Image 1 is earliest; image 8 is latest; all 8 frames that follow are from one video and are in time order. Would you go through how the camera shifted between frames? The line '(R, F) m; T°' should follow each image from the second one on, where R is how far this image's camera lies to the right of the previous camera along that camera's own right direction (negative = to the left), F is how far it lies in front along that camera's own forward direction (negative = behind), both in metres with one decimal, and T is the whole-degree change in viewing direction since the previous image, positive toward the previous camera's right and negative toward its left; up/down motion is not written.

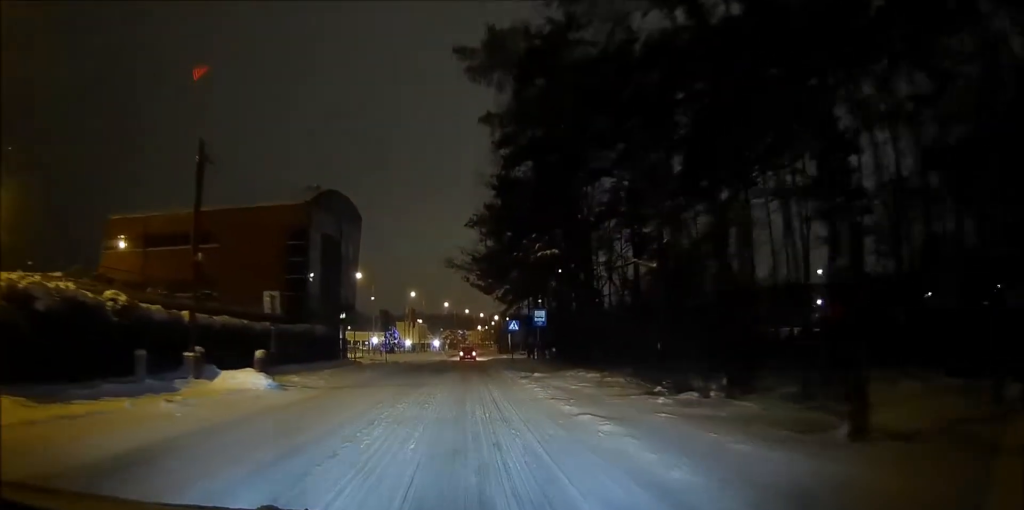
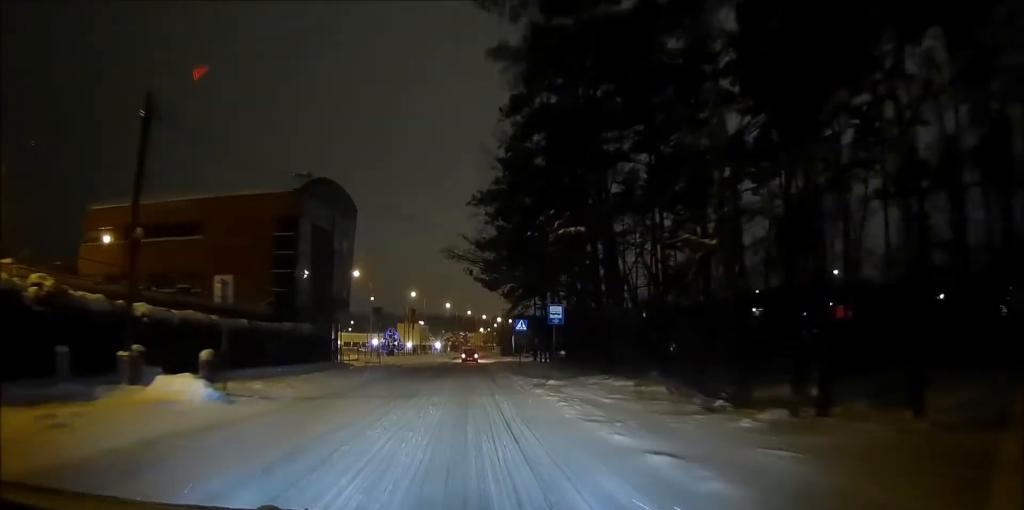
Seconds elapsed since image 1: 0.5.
(0.0, +4.3) m; 0°
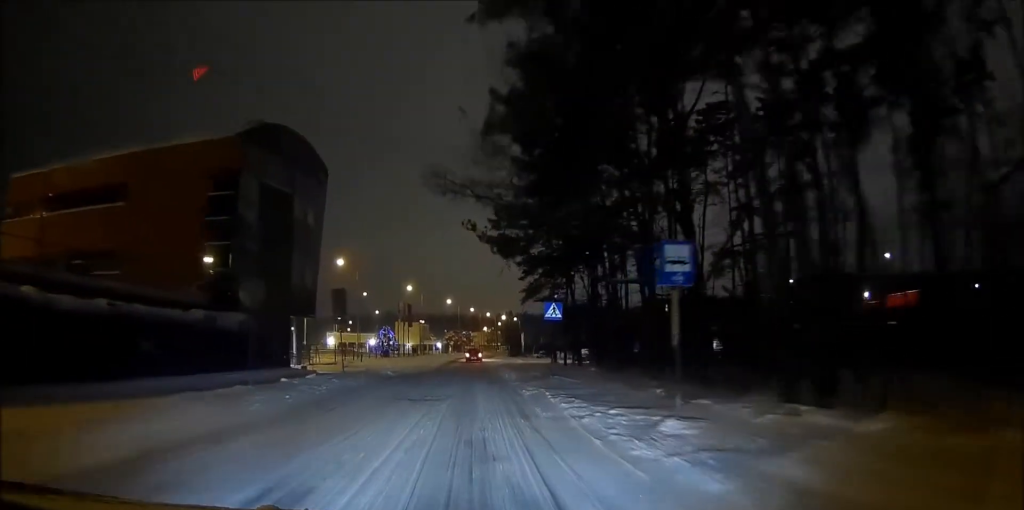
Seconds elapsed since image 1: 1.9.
(0.0, +13.2) m; -1°
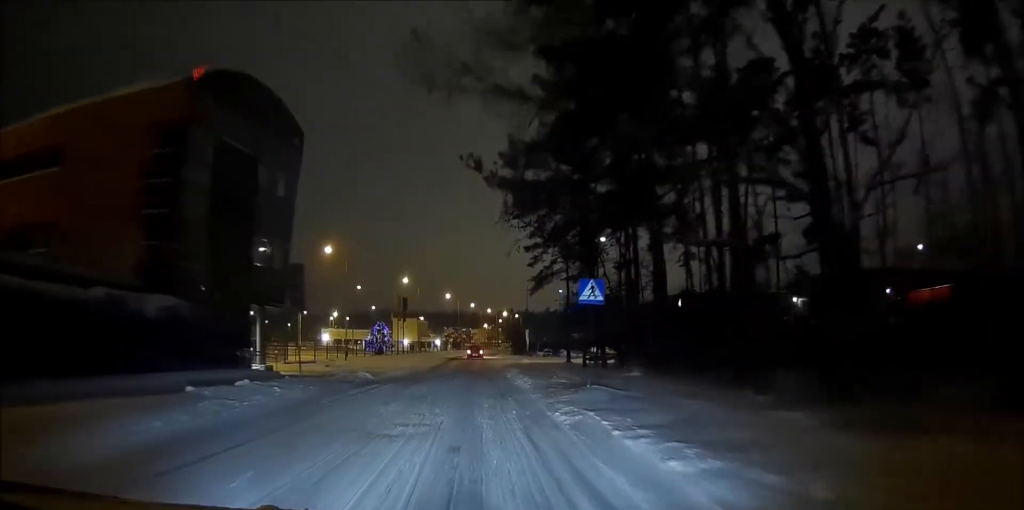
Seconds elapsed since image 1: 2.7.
(-0.1, +7.4) m; 0°
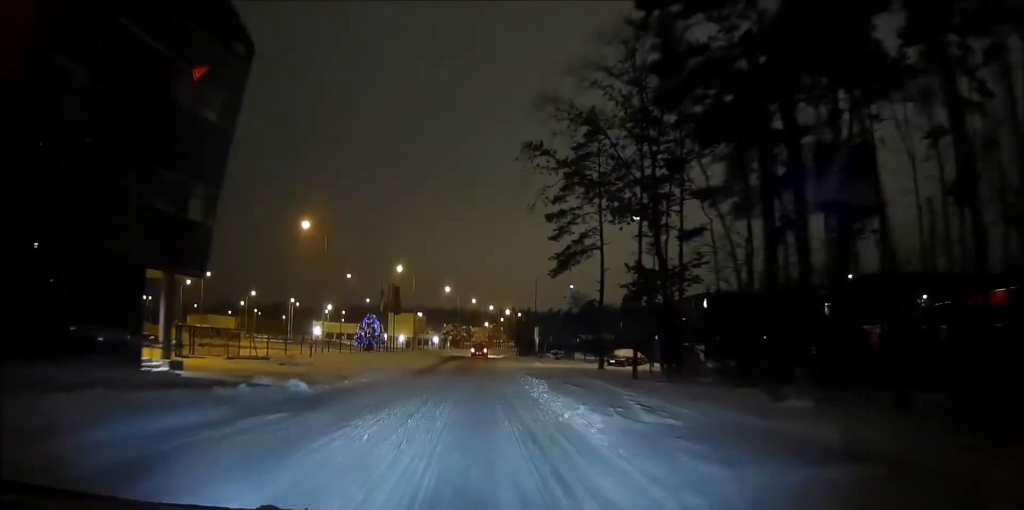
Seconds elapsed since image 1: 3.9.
(+0.2, +11.4) m; +3°
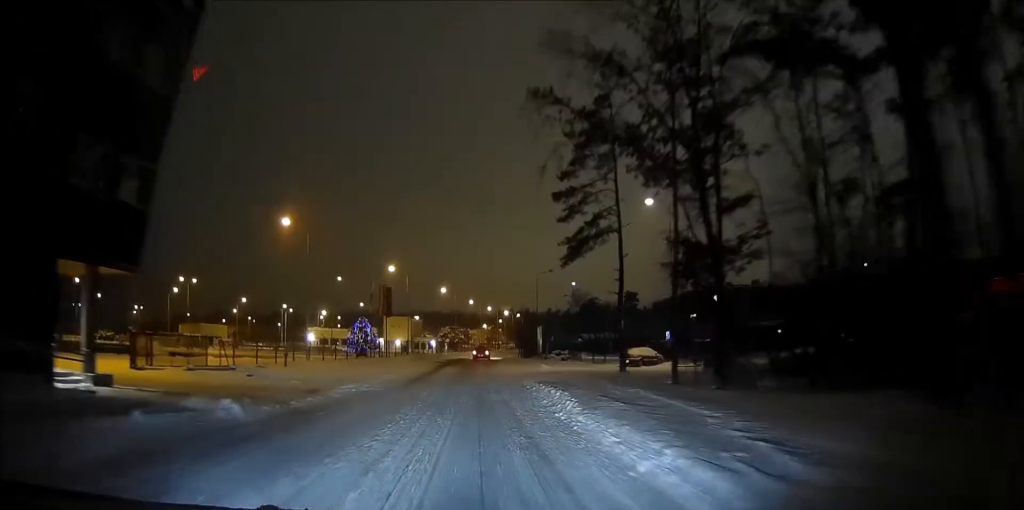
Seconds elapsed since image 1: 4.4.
(+0.2, +5.2) m; +1°
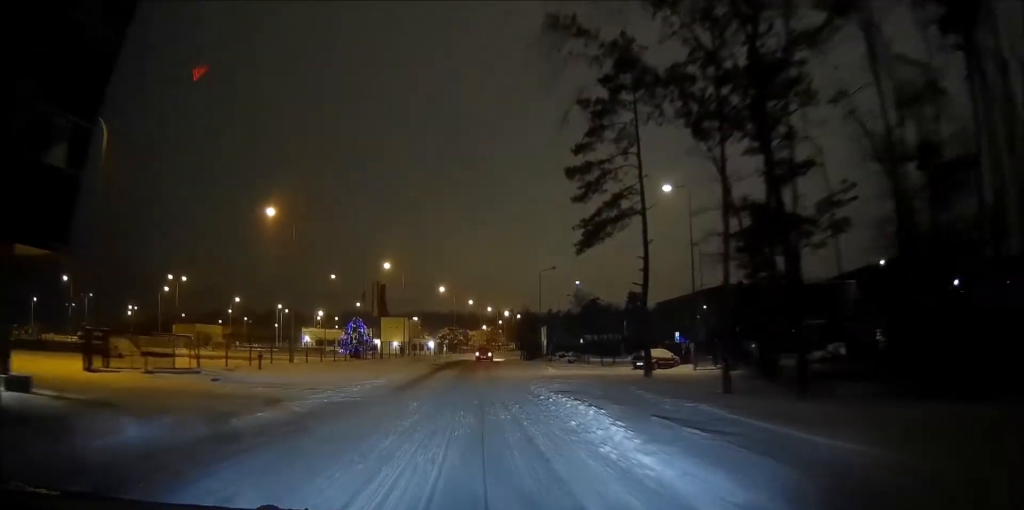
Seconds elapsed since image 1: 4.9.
(+0.1, +4.2) m; +1°
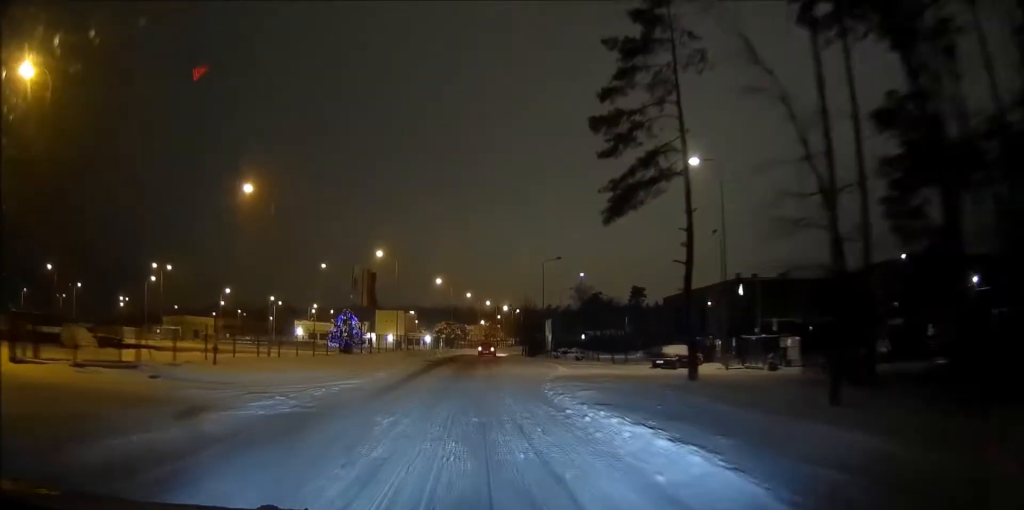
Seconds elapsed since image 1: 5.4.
(0.0, +5.5) m; -1°
